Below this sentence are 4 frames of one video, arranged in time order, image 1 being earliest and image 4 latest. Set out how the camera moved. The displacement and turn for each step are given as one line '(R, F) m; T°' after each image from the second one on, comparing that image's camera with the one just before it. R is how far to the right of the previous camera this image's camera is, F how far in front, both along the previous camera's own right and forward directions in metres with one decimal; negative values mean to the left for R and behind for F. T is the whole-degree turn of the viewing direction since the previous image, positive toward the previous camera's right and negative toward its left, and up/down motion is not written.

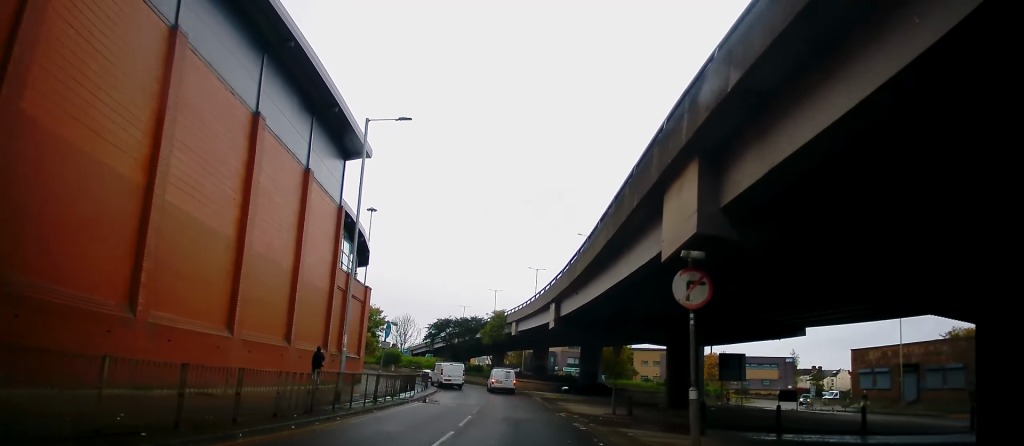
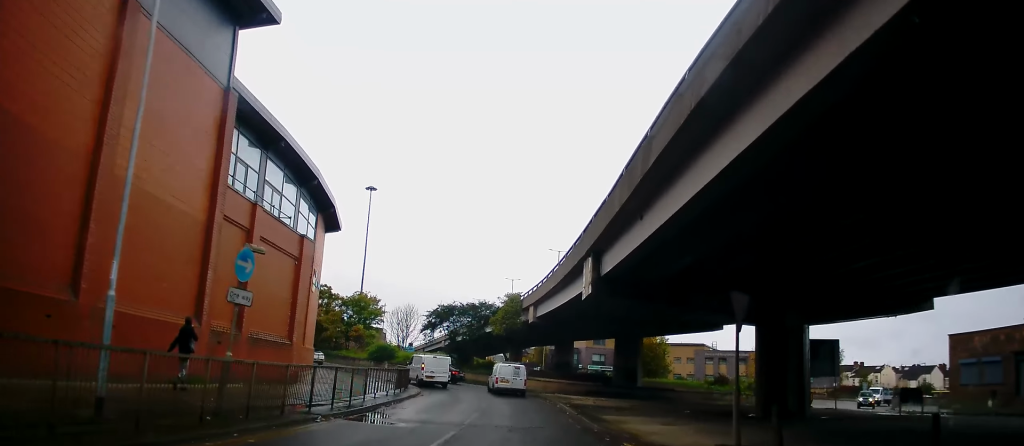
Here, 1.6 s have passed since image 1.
(+0.5, +14.2) m; +3°
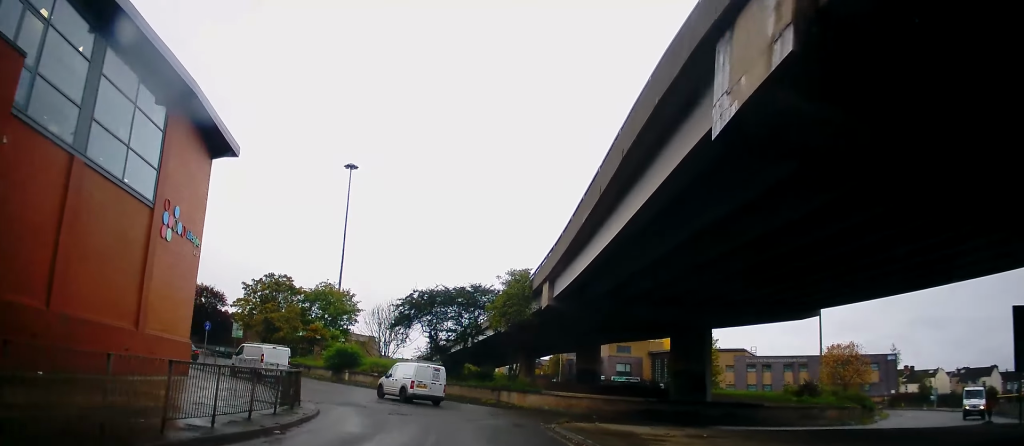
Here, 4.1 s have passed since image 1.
(-2.4, +17.7) m; -14°
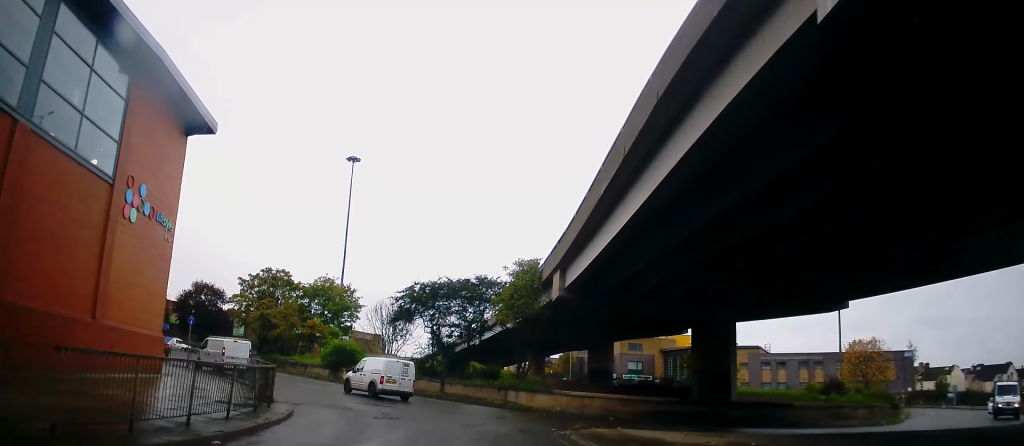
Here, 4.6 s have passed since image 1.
(+0.1, +3.0) m; +1°
